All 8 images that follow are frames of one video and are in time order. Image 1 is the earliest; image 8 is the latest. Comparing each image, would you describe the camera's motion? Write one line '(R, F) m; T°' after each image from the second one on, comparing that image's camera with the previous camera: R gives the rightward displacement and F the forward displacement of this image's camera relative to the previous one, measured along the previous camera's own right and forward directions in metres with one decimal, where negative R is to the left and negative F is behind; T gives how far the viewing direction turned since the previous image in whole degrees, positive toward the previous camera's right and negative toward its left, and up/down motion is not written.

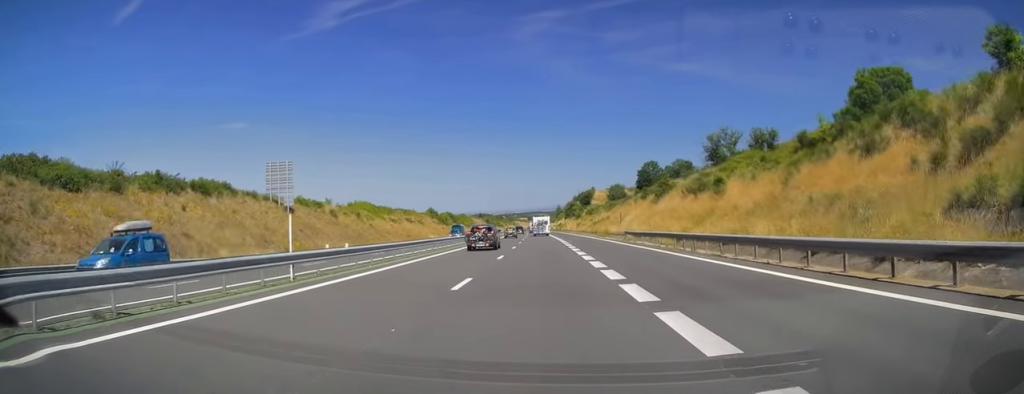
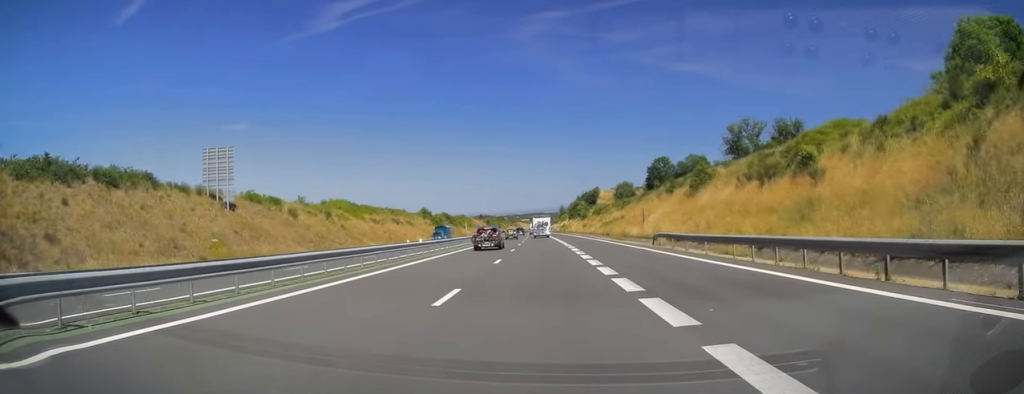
(-0.2, +15.5) m; -1°
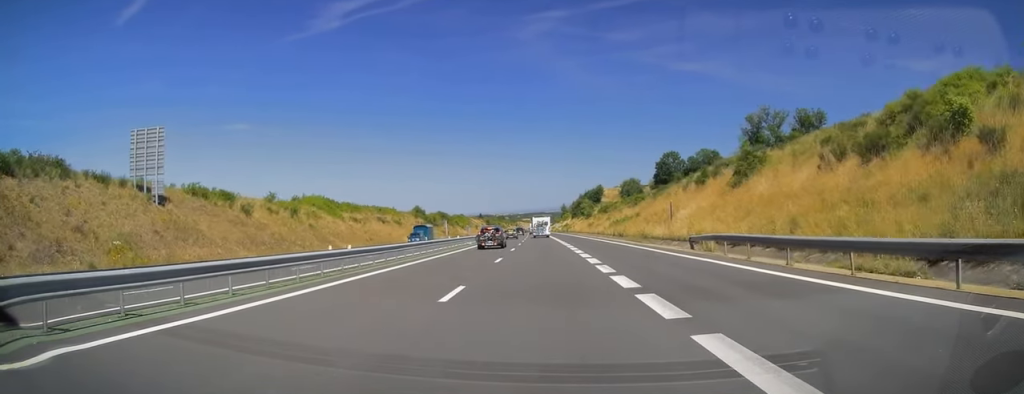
(0.0, +12.4) m; 0°
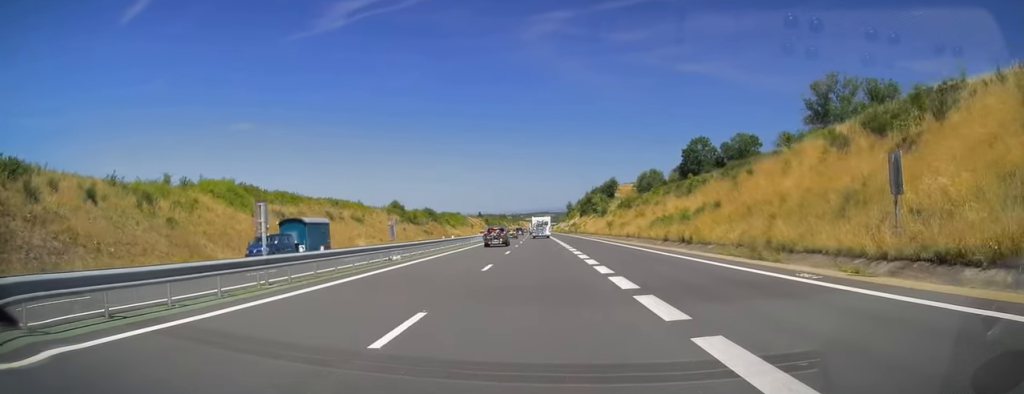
(-0.1, +30.5) m; 0°
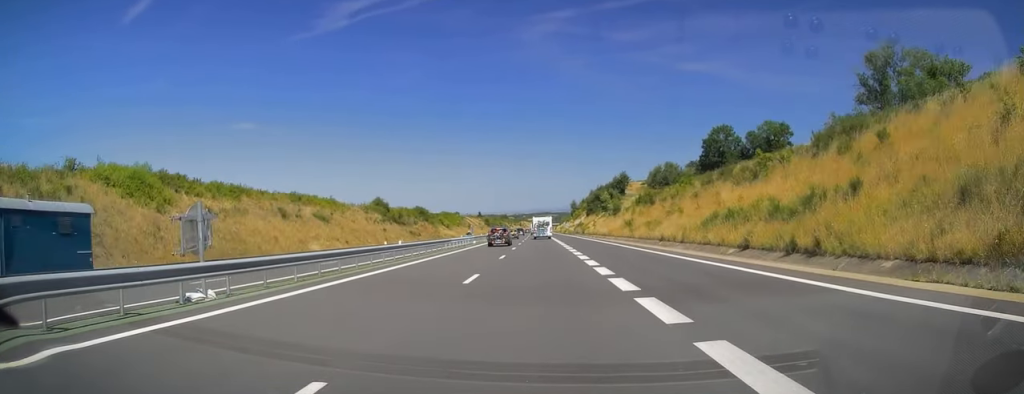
(0.0, +17.6) m; 0°
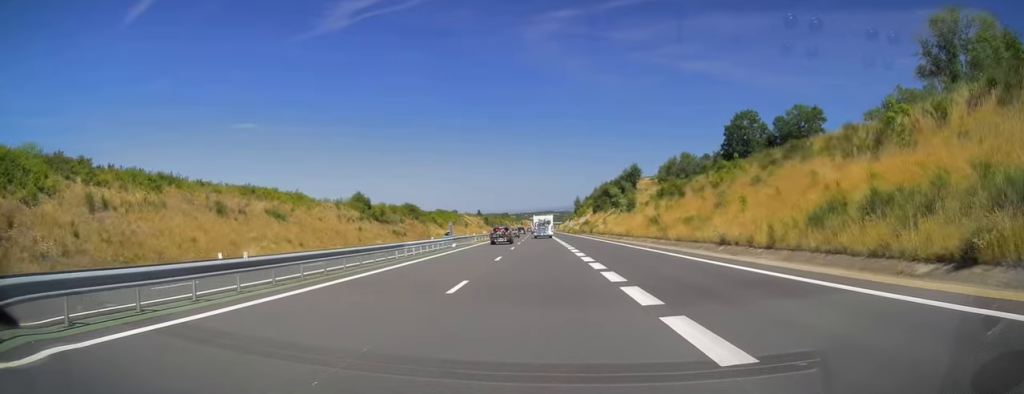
(0.0, +15.5) m; 0°
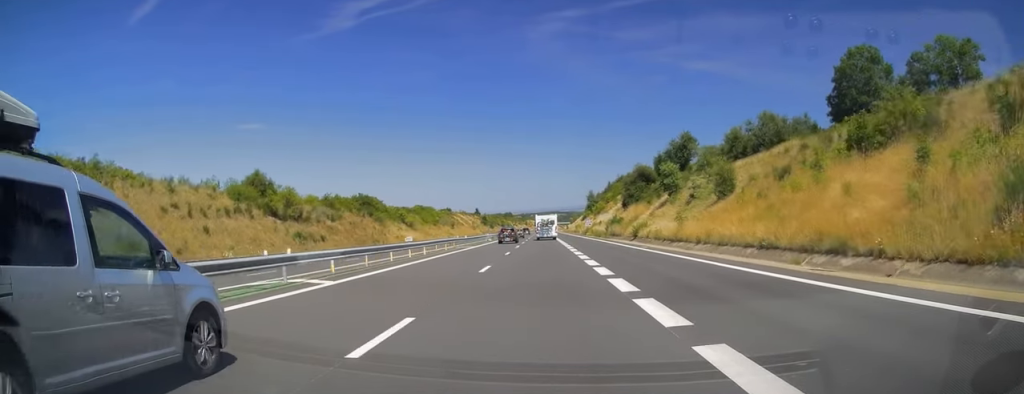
(-0.5, +45.5) m; -1°
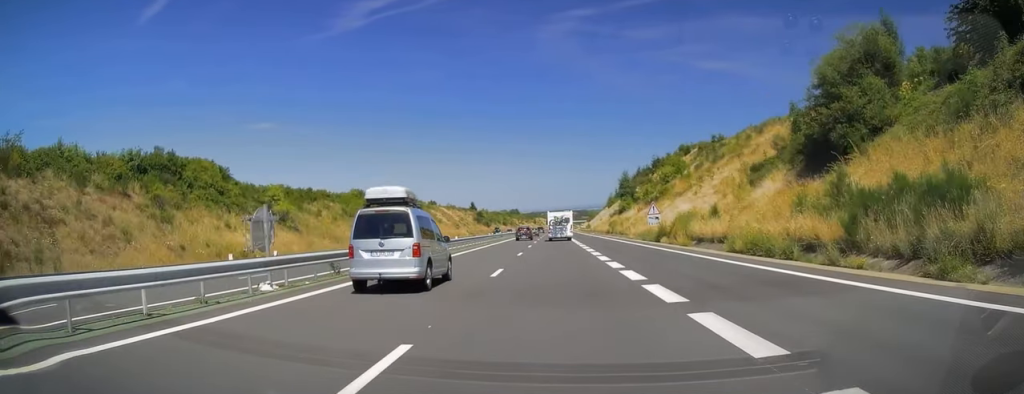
(-0.2, +67.3) m; -1°
